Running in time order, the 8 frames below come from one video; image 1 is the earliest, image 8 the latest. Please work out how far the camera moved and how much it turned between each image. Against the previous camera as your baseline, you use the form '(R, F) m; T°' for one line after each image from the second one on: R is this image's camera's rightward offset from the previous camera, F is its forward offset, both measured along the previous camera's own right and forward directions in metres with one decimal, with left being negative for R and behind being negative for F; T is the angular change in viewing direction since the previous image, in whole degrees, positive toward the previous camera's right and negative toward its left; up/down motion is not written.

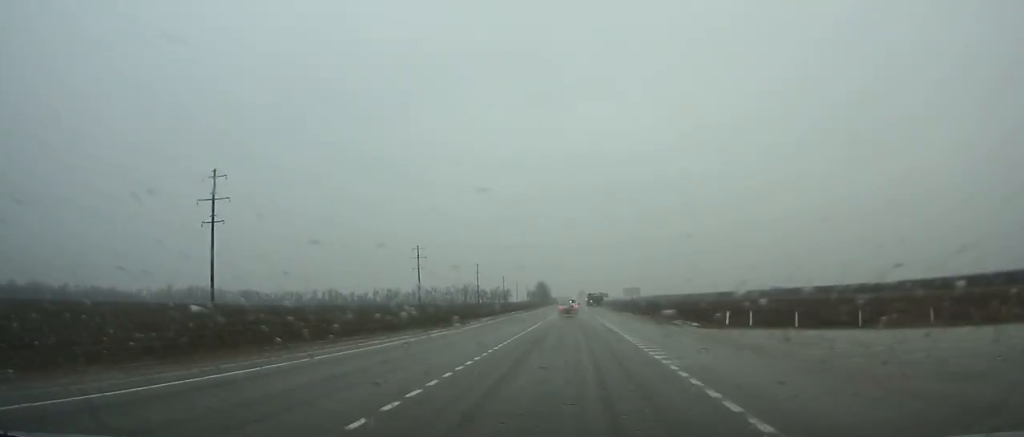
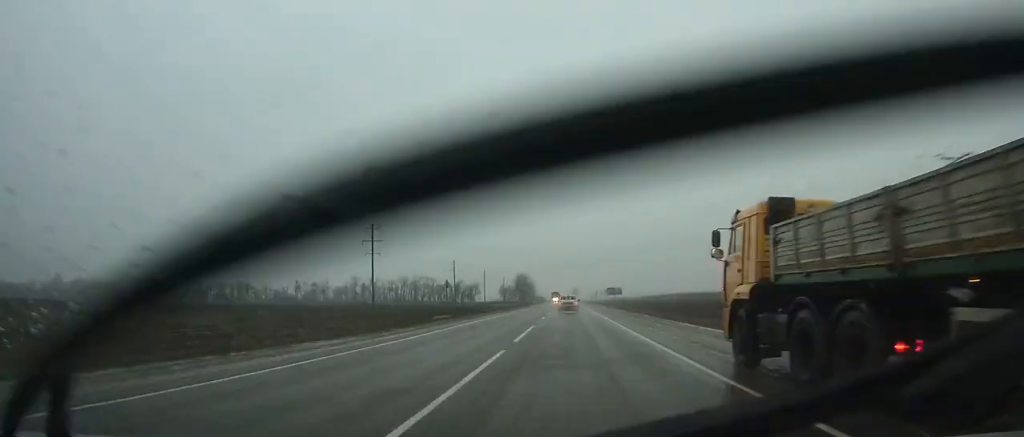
(-0.6, +145.1) m; 0°
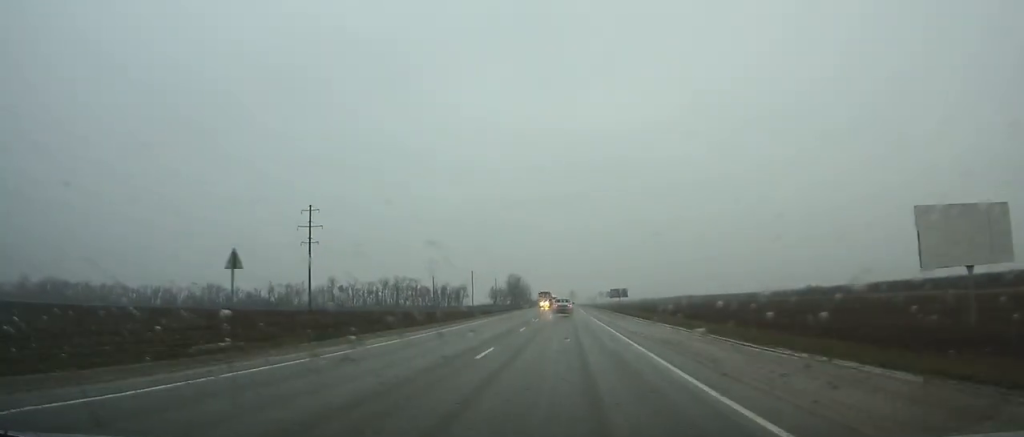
(0.0, +35.1) m; 0°
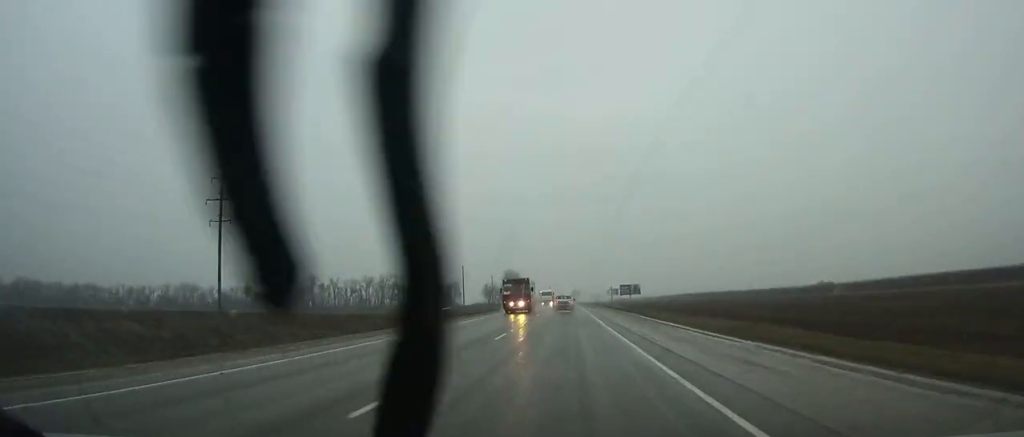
(+0.1, +30.9) m; 0°
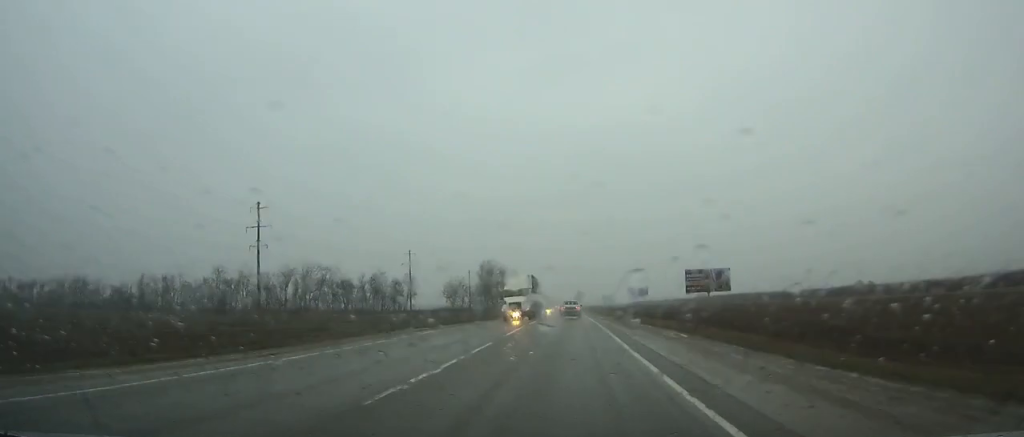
(-0.1, +94.6) m; 0°
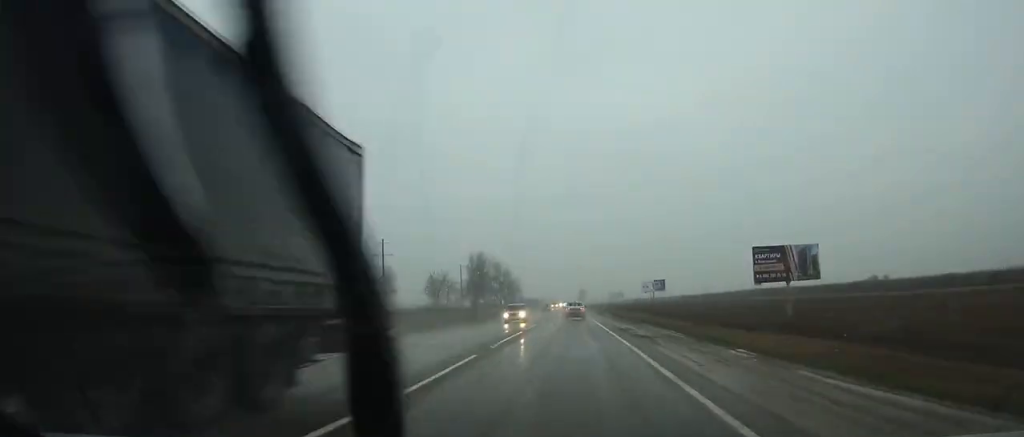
(0.0, +28.8) m; 0°
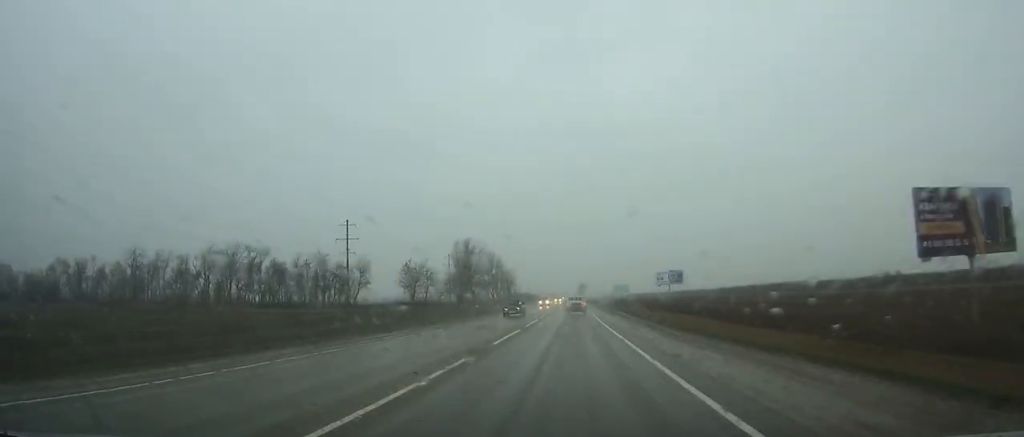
(0.0, +24.7) m; 0°
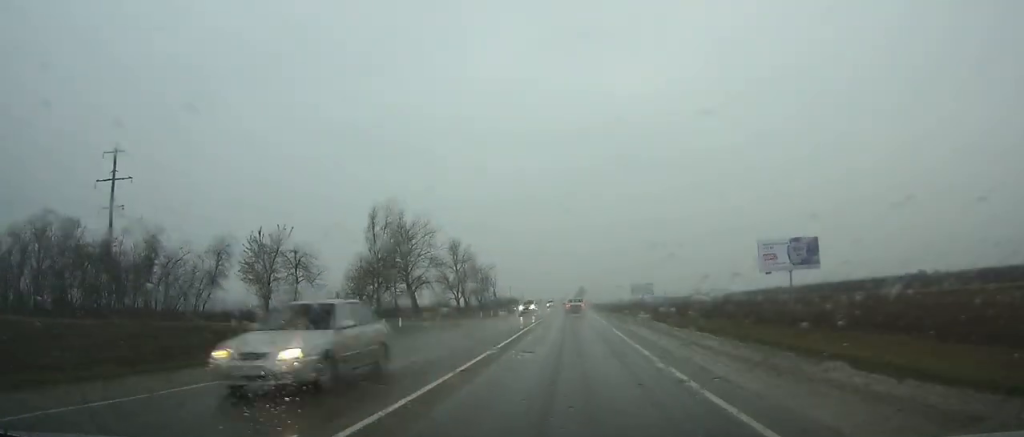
(0.0, +70.3) m; 0°
